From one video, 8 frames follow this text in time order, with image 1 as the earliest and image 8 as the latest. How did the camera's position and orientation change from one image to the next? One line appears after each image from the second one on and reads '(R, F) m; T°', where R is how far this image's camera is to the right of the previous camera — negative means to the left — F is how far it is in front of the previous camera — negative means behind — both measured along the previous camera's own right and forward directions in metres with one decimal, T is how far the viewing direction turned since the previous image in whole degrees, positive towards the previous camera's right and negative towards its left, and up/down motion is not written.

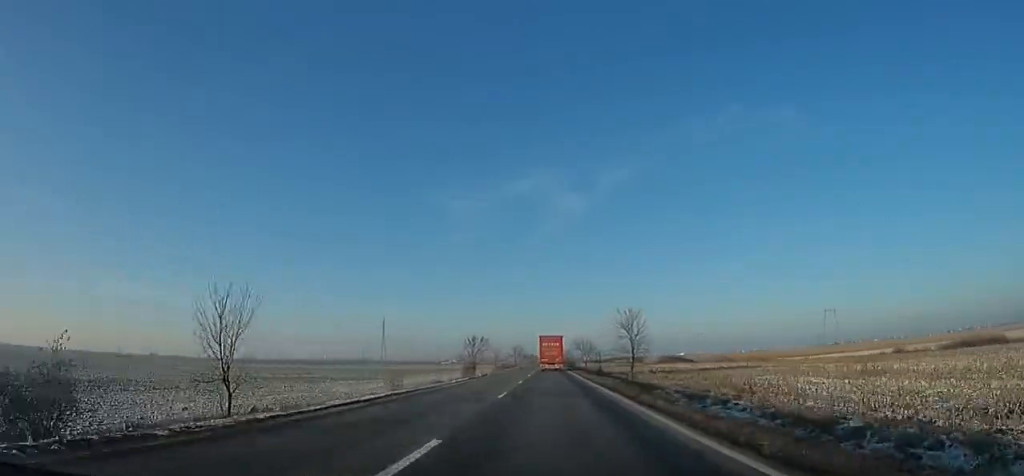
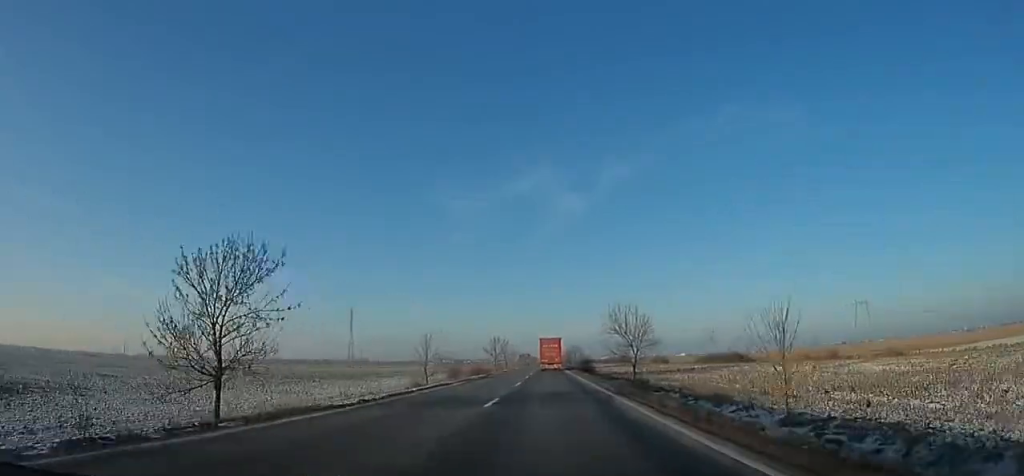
(-0.5, +50.8) m; -1°
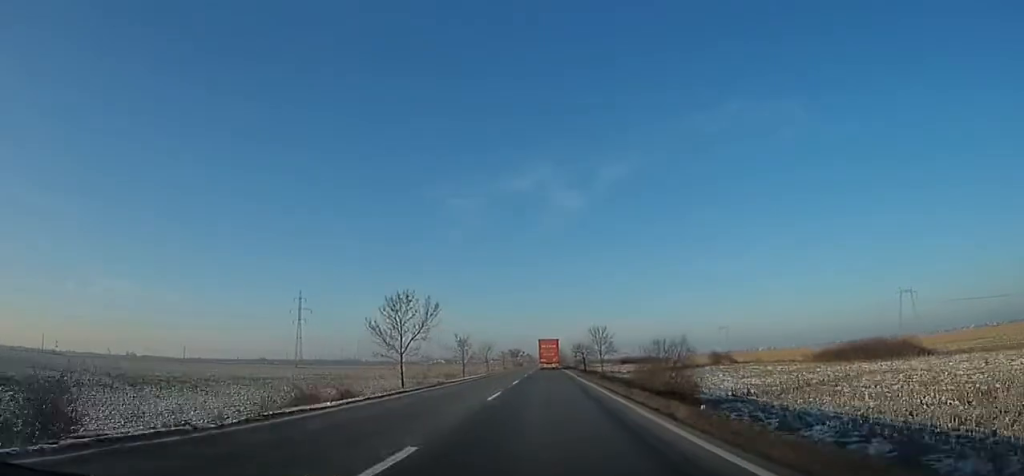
(+0.7, +57.2) m; +2°
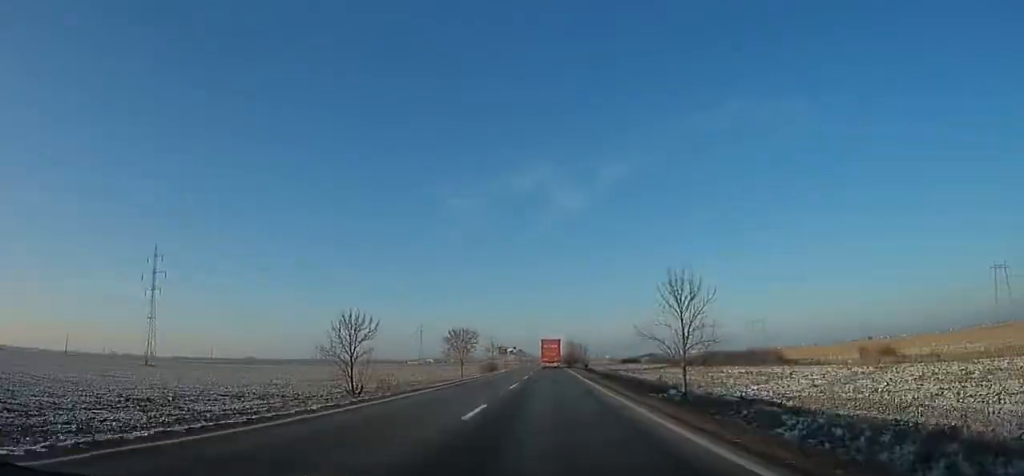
(-0.8, +88.1) m; -2°
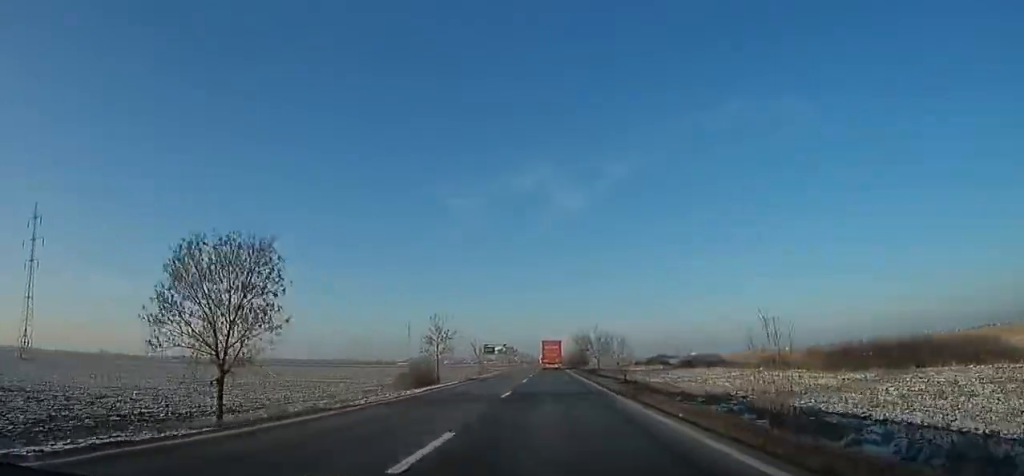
(0.0, +40.4) m; +1°
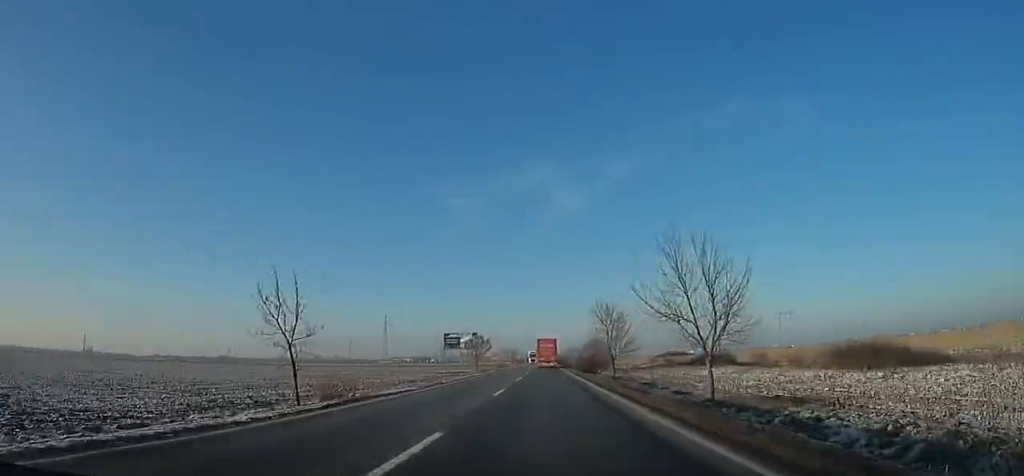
(+0.4, +46.9) m; +1°
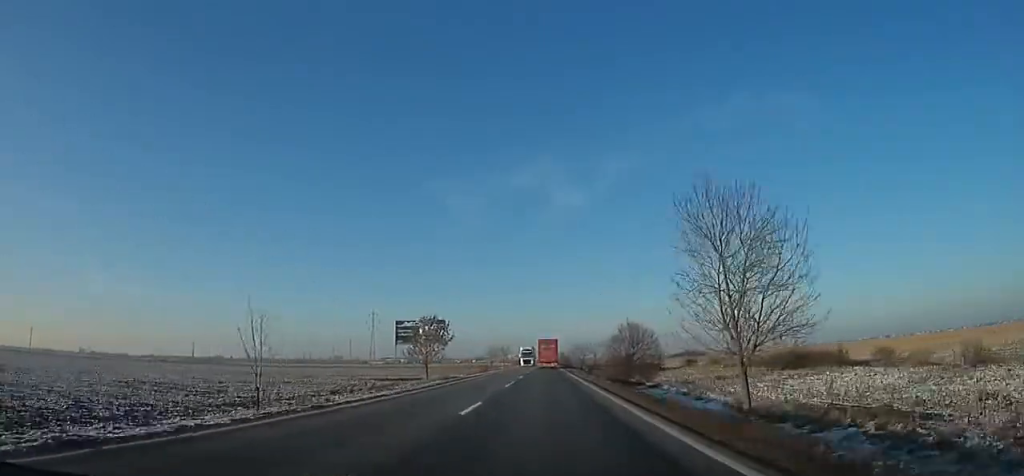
(0.0, +29.1) m; 0°
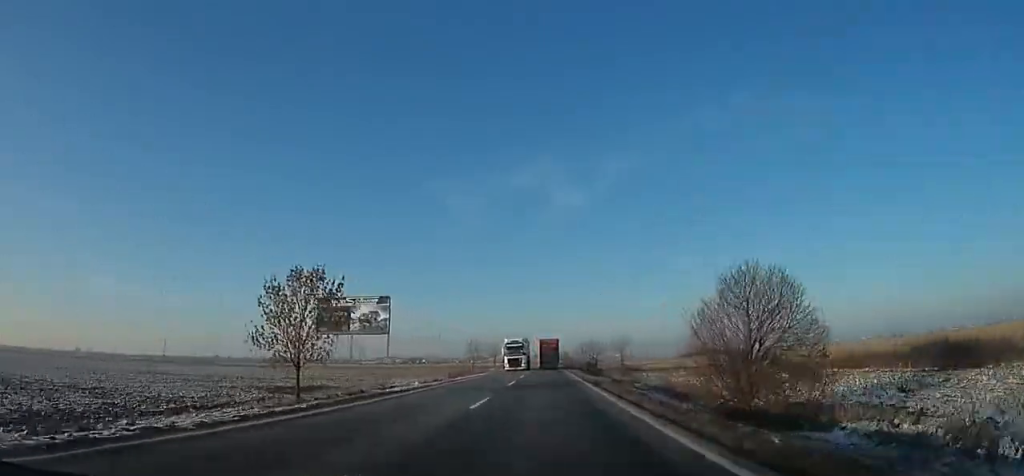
(-0.1, +21.9) m; 0°
